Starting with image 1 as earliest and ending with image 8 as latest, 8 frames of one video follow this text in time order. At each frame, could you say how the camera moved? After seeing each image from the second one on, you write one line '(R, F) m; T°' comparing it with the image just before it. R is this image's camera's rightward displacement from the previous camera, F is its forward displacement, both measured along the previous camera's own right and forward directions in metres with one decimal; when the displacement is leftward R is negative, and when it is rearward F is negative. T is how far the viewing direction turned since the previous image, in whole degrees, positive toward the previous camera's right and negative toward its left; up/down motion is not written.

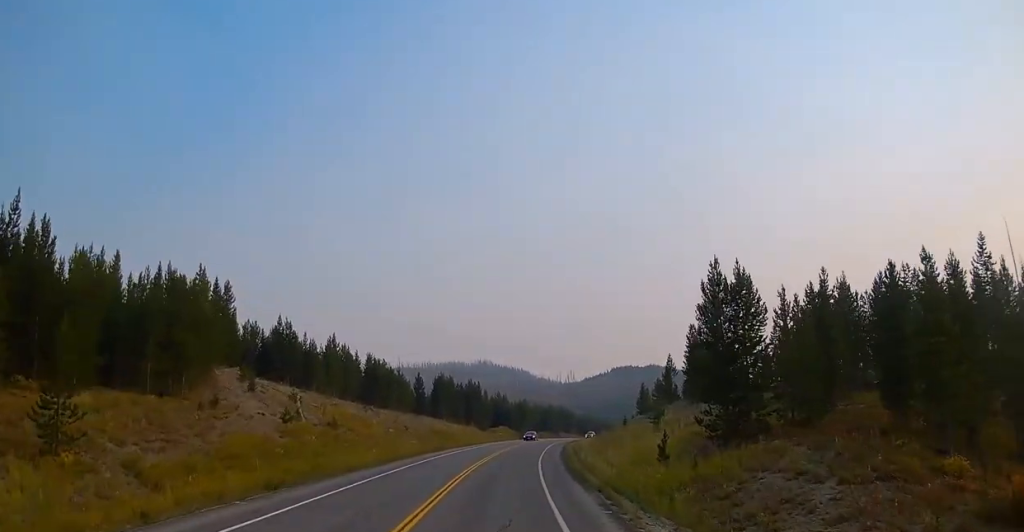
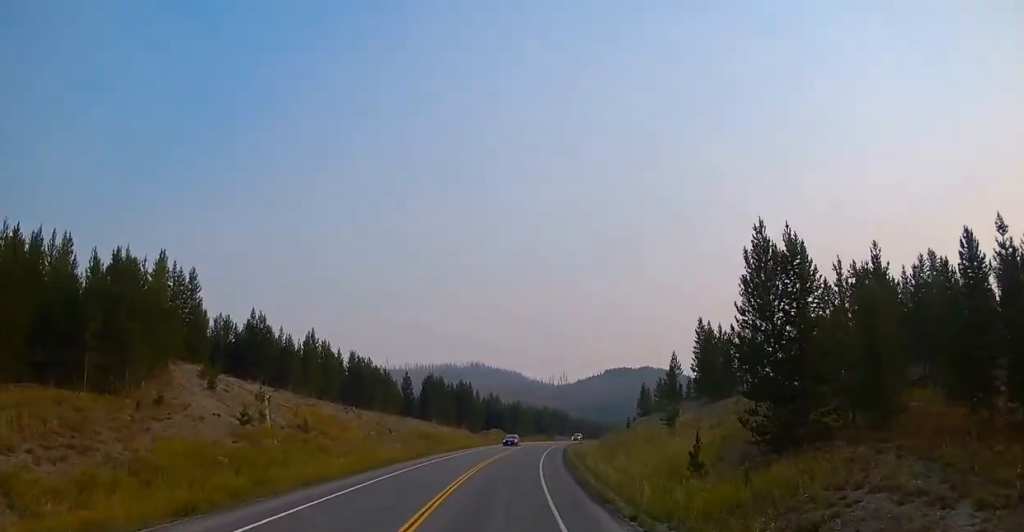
(+0.1, +6.3) m; +1°
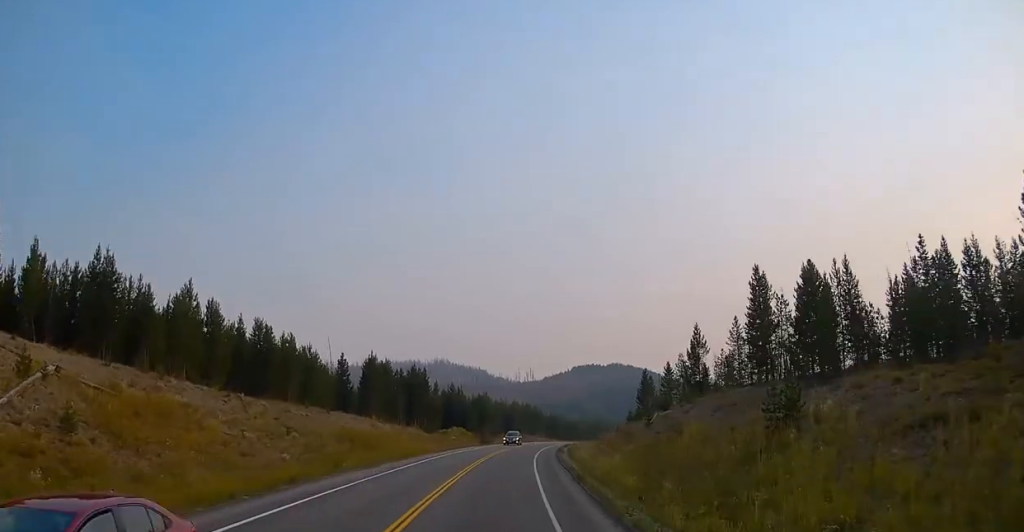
(+1.0, +24.9) m; +3°
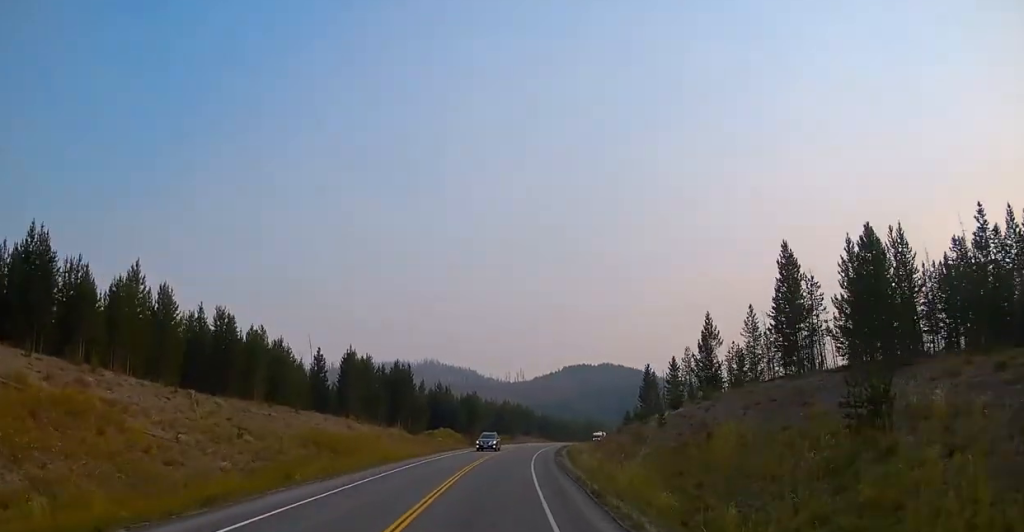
(0.0, +7.1) m; 0°
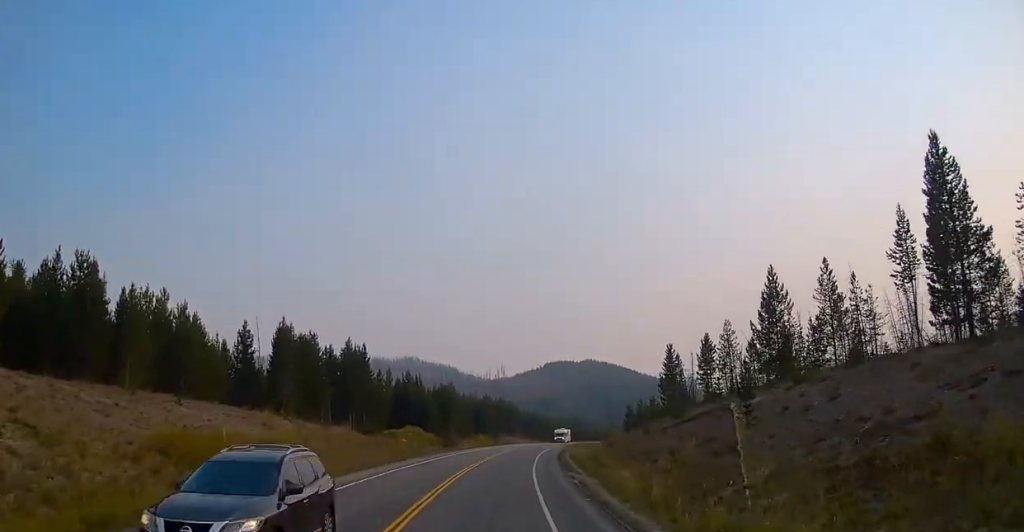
(0.0, +18.4) m; +2°
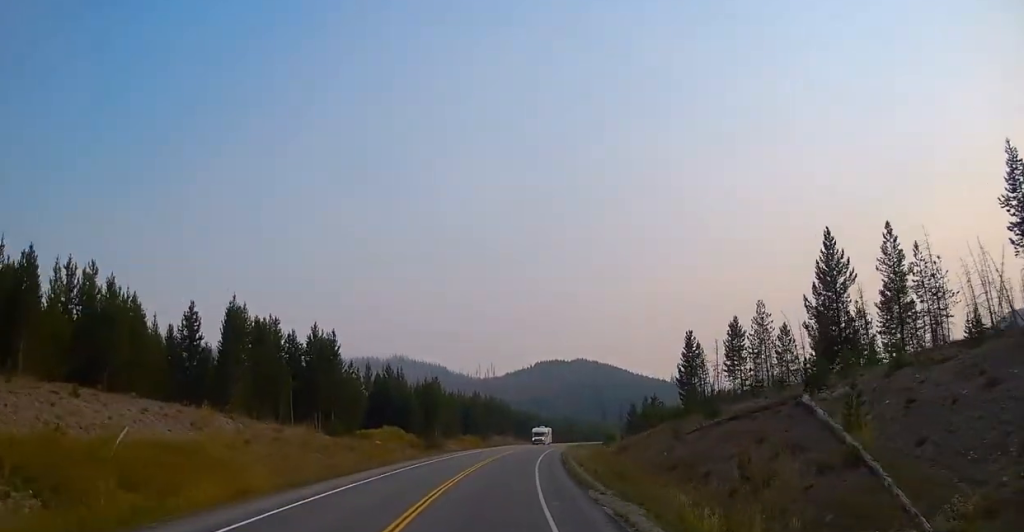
(0.0, +9.2) m; +2°
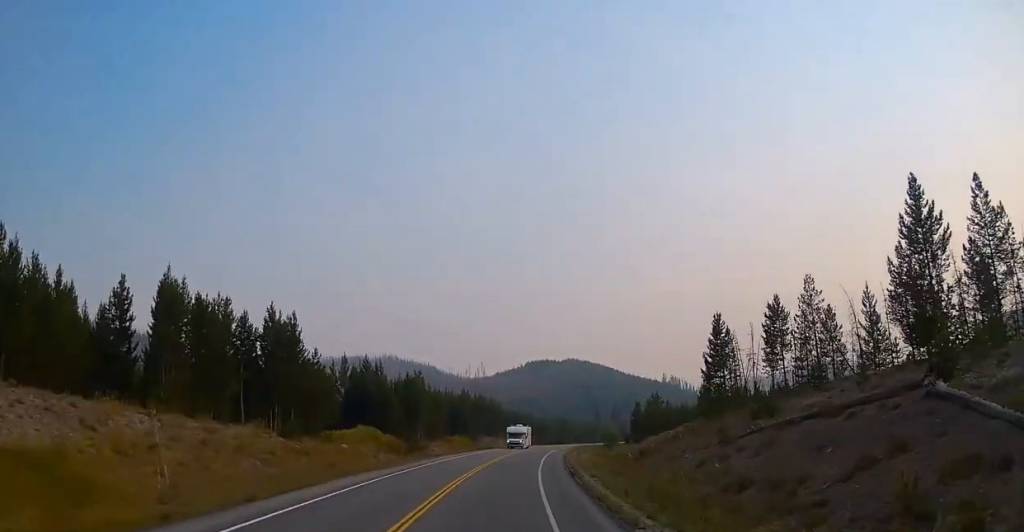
(+0.3, +9.5) m; +1°
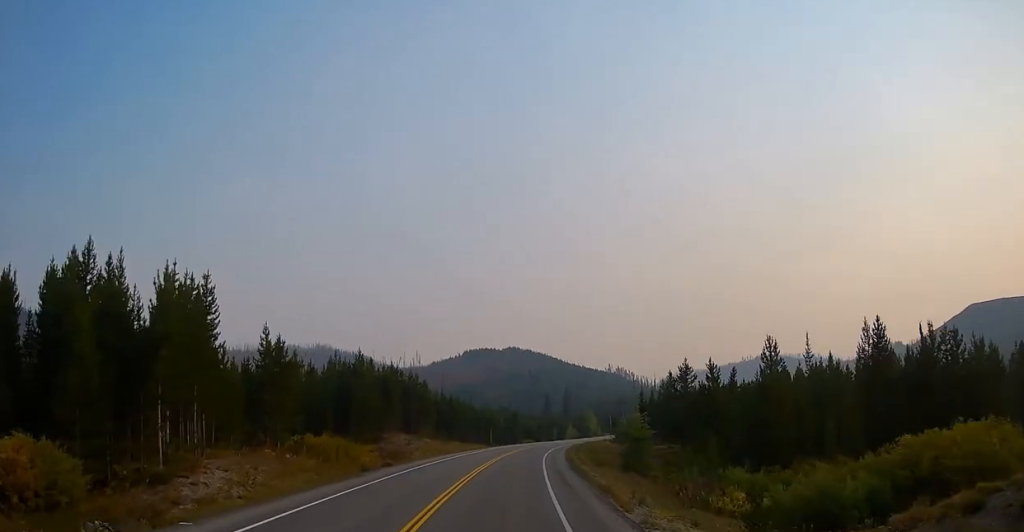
(+1.9, +49.3) m; +6°
